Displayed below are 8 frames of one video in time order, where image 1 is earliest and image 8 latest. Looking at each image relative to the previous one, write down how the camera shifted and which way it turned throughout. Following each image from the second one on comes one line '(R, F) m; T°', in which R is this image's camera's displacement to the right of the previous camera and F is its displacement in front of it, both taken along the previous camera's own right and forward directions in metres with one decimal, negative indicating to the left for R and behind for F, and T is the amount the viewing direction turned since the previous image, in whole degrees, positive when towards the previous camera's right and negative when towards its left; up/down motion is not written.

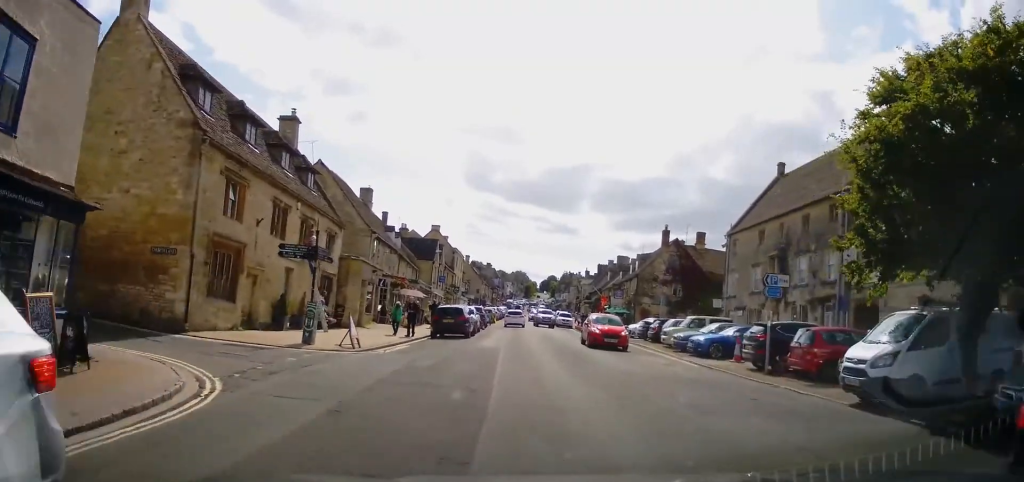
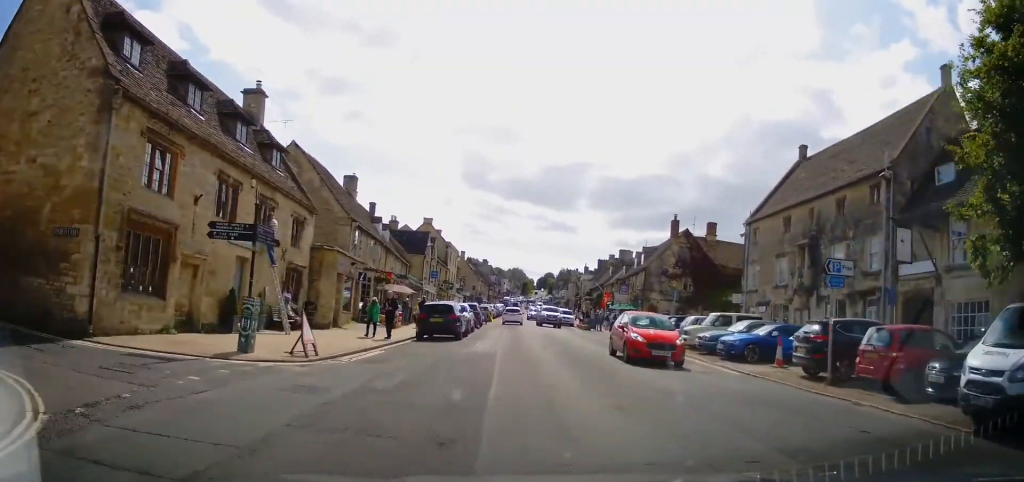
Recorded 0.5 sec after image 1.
(-0.1, +3.8) m; +1°
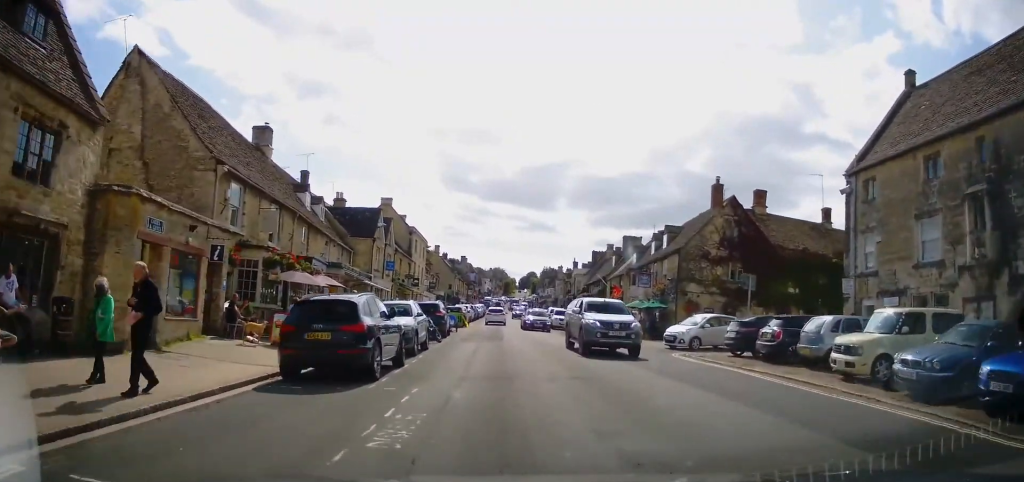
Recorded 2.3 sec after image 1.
(+0.1, +14.6) m; -1°
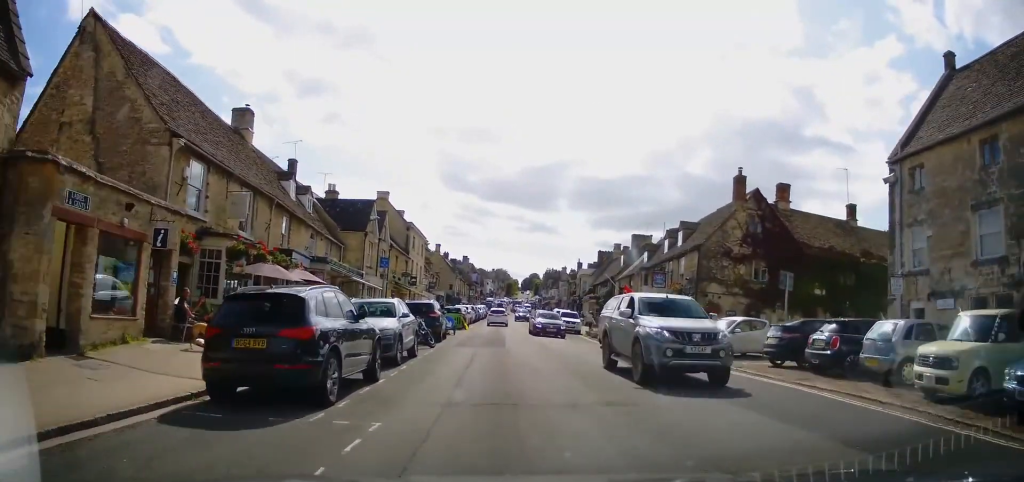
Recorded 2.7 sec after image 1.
(0.0, +3.2) m; -1°
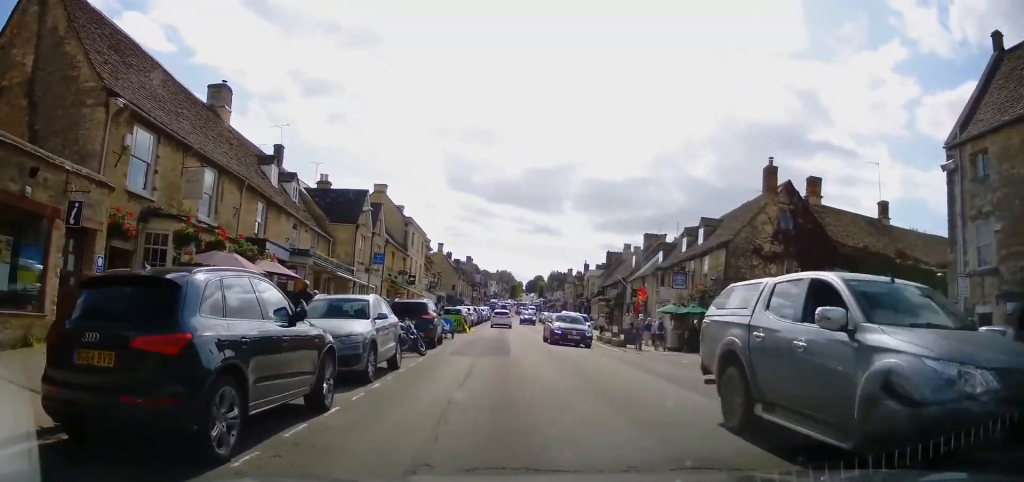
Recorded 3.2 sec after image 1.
(0.0, +3.5) m; 0°
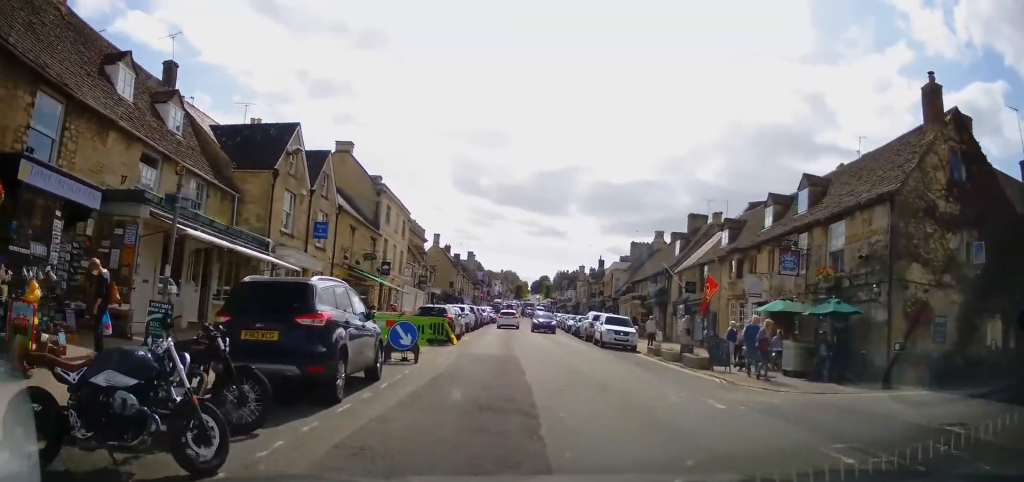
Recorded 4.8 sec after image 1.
(0.0, +12.9) m; 0°
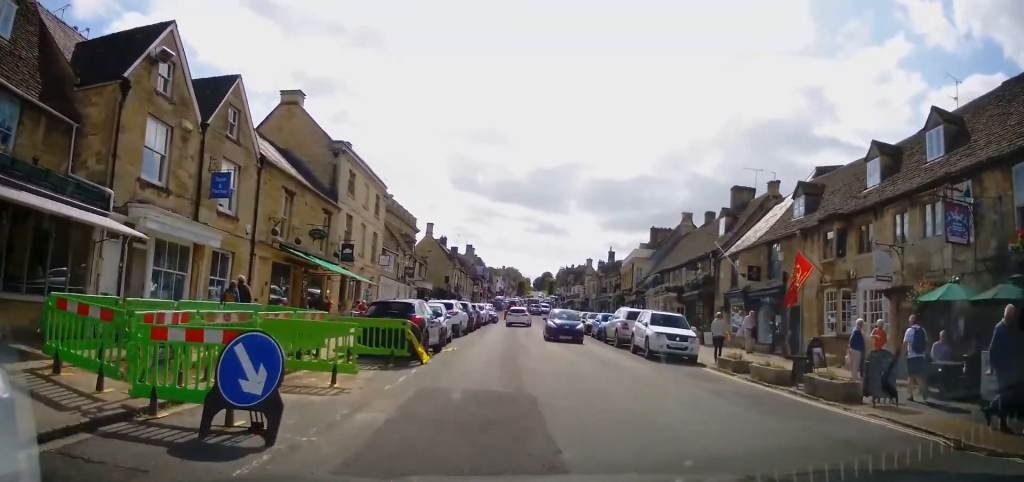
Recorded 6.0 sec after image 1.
(+0.1, +9.1) m; +1°
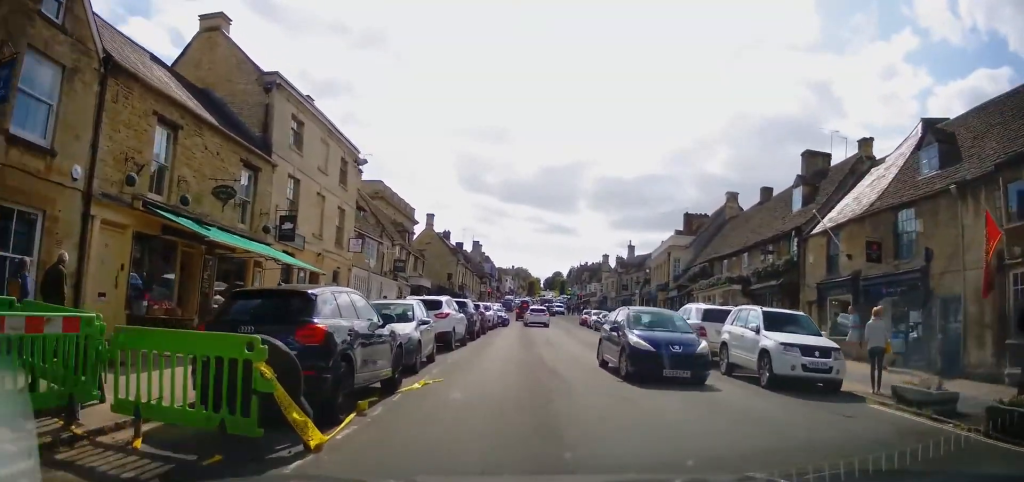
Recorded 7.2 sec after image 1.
(+0.1, +8.9) m; +1°
